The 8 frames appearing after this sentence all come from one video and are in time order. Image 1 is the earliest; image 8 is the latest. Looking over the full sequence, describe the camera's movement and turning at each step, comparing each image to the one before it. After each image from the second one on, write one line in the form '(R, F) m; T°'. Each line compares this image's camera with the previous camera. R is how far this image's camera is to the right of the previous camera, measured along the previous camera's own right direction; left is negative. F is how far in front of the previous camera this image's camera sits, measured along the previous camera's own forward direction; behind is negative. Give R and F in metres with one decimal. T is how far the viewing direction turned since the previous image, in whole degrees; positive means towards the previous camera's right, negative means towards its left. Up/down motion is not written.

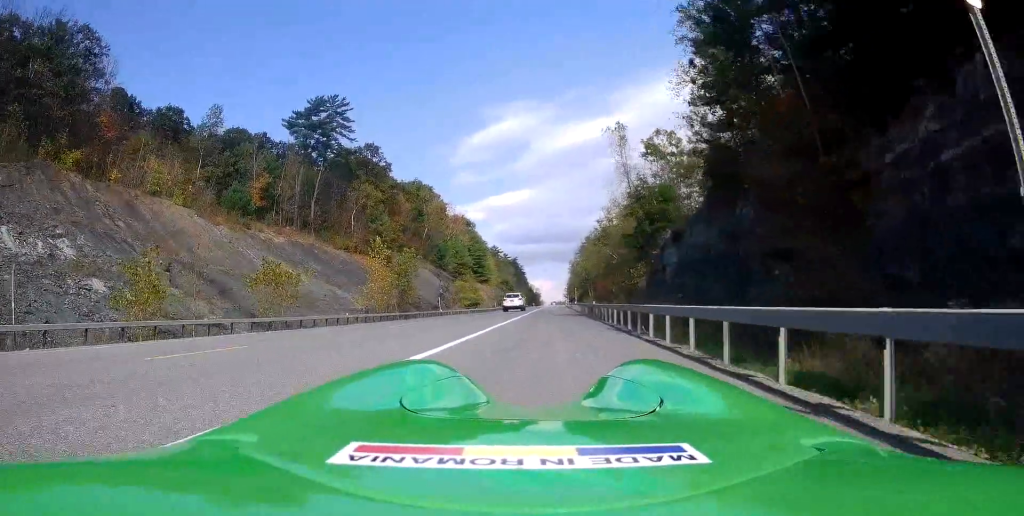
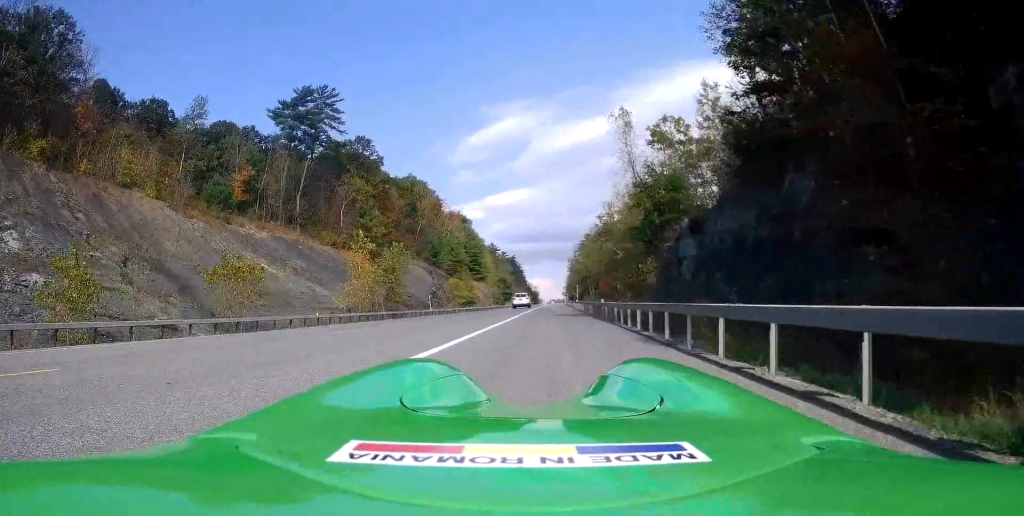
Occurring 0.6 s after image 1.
(-0.1, +5.5) m; +2°
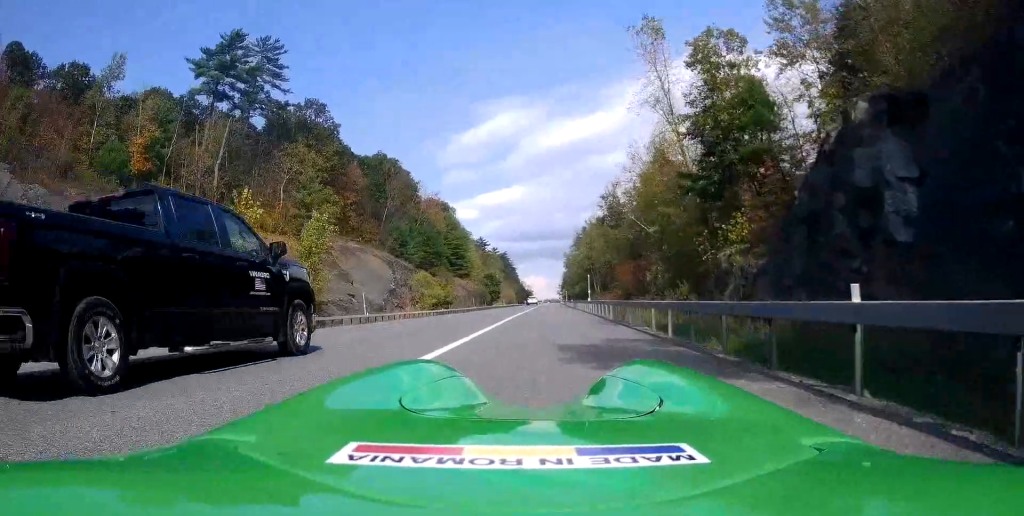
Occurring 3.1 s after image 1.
(+0.5, +22.8) m; 0°
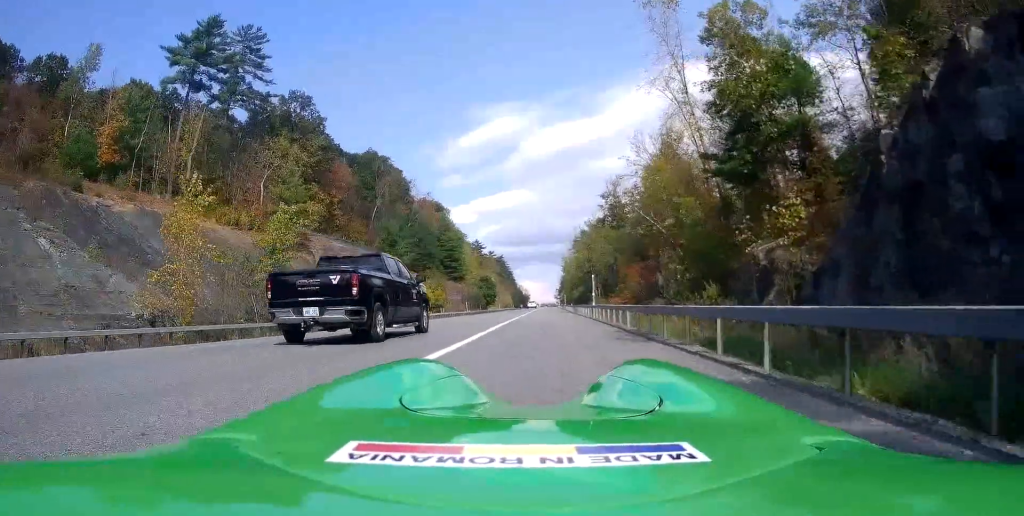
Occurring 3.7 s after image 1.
(0.0, +5.5) m; 0°
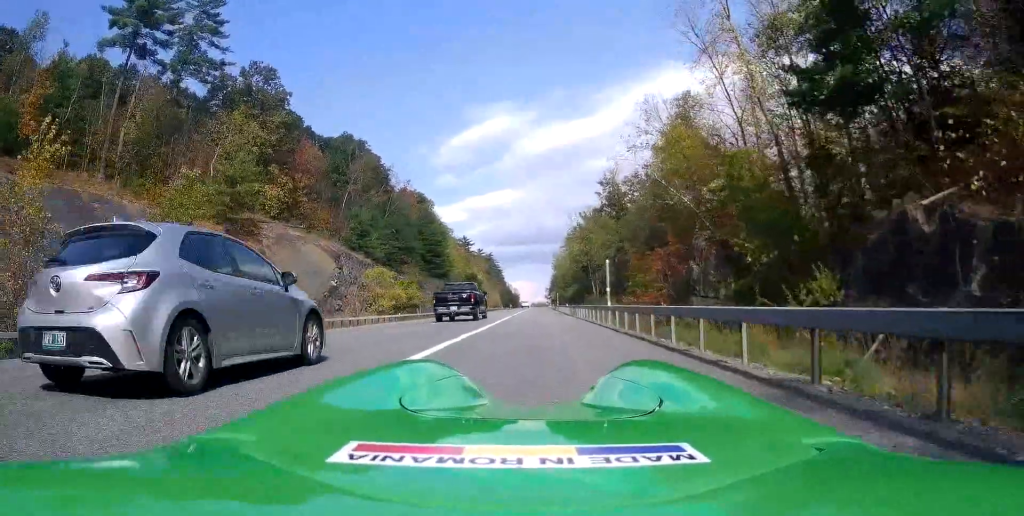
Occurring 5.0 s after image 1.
(-0.1, +10.9) m; -1°
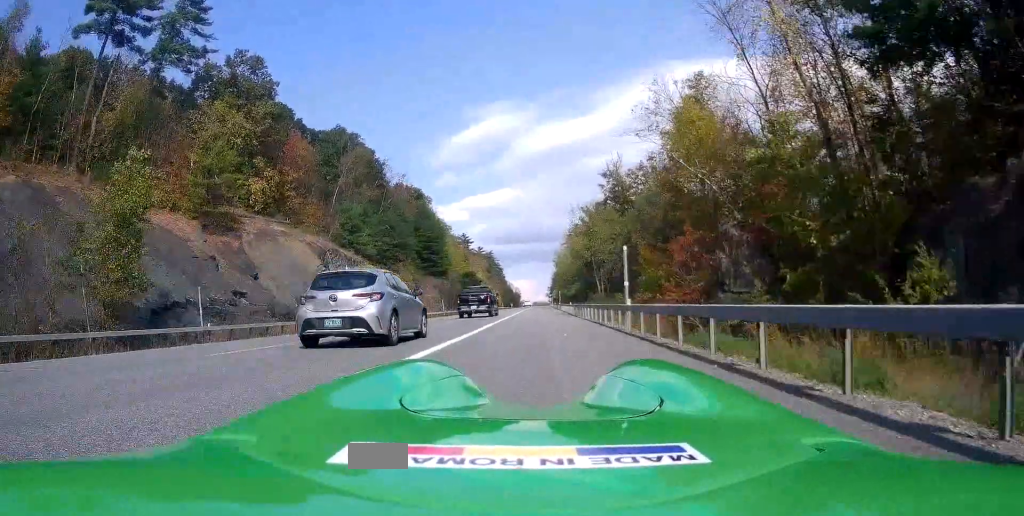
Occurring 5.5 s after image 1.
(0.0, +4.5) m; 0°
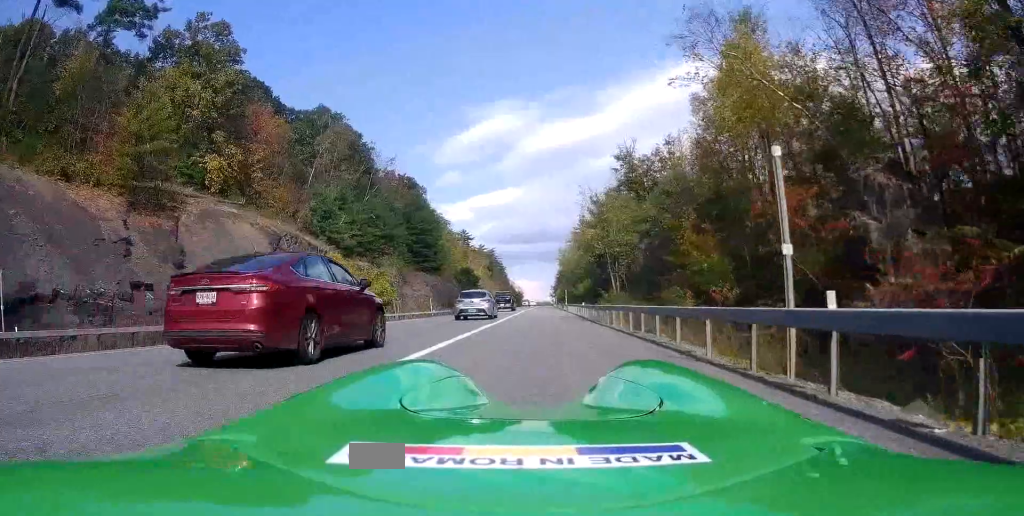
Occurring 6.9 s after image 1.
(-0.1, +11.2) m; -1°
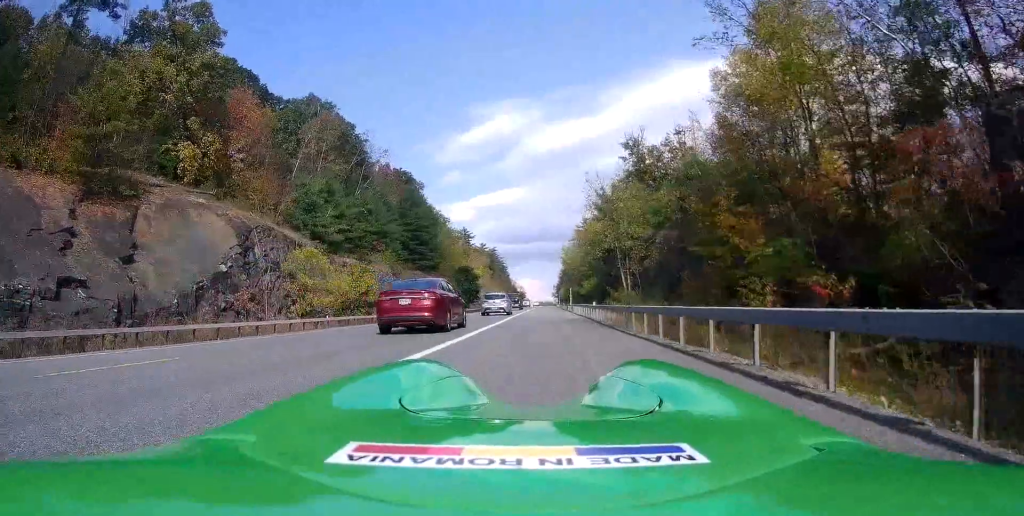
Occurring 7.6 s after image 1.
(0.0, +5.7) m; 0°
